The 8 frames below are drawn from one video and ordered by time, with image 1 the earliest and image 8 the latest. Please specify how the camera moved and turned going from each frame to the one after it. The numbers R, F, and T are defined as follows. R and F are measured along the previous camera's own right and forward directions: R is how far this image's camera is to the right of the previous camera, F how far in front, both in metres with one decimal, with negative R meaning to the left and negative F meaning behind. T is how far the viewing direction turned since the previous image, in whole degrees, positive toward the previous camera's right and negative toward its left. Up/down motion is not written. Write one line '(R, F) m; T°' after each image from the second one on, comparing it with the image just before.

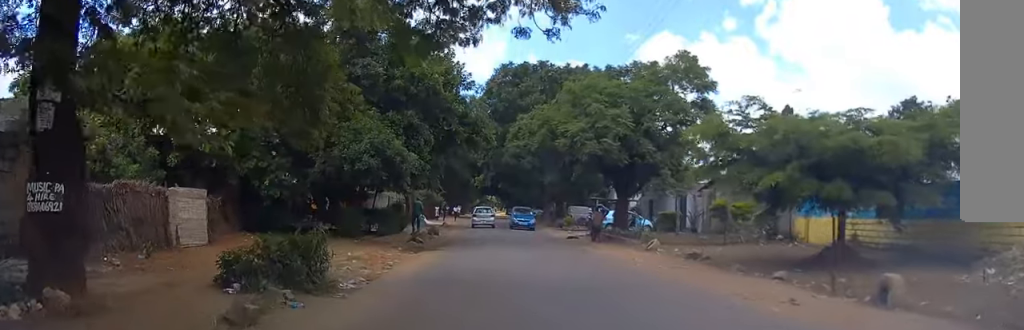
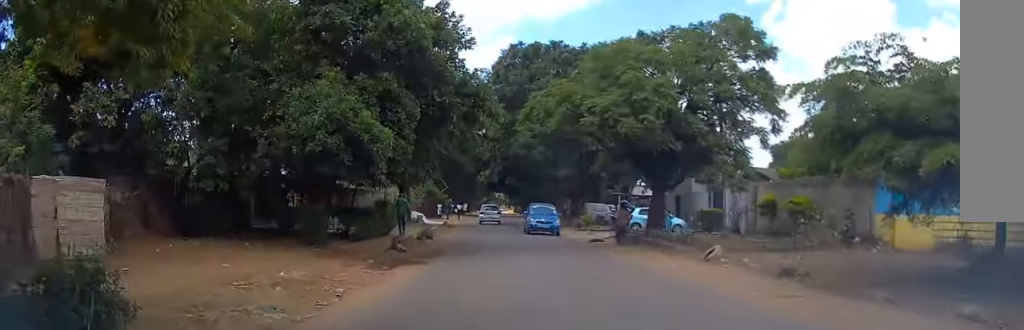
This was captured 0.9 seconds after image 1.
(0.0, +6.2) m; 0°
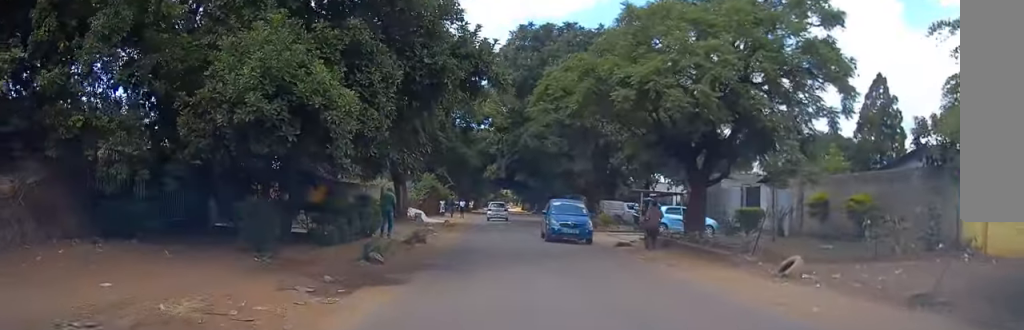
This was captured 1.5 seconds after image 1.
(0.0, +4.7) m; -1°
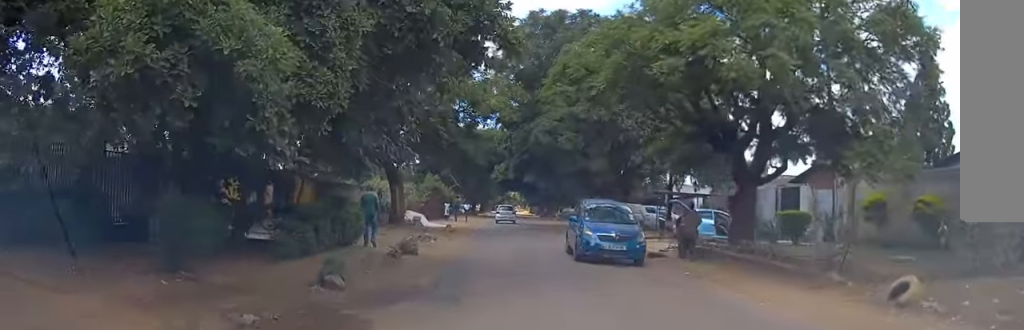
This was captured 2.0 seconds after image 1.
(0.0, +4.1) m; -1°
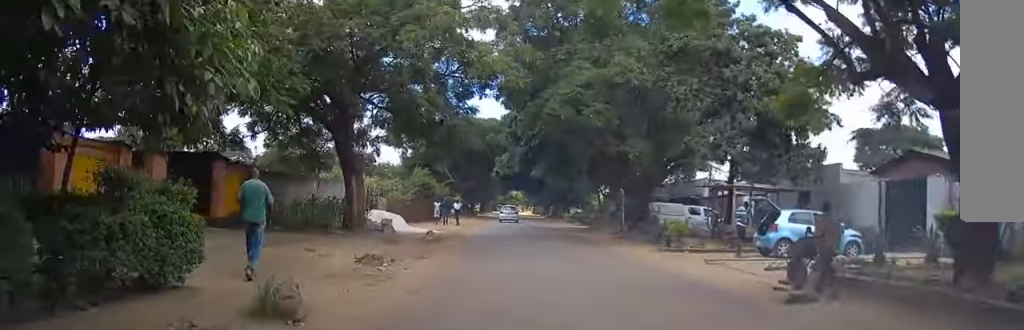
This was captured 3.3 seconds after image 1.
(-0.1, +10.5) m; -1°
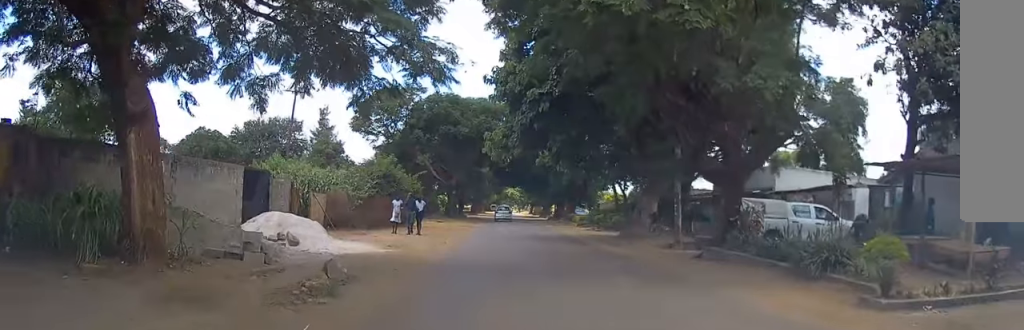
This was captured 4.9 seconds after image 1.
(+0.2, +15.1) m; +1°
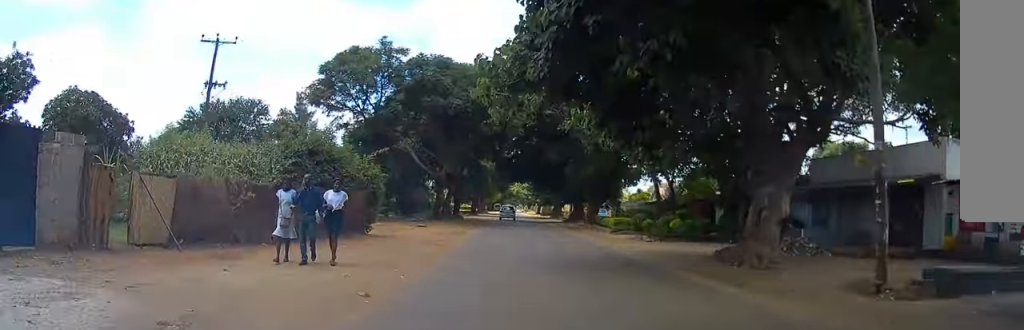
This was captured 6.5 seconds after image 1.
(-0.3, +12.8) m; +1°
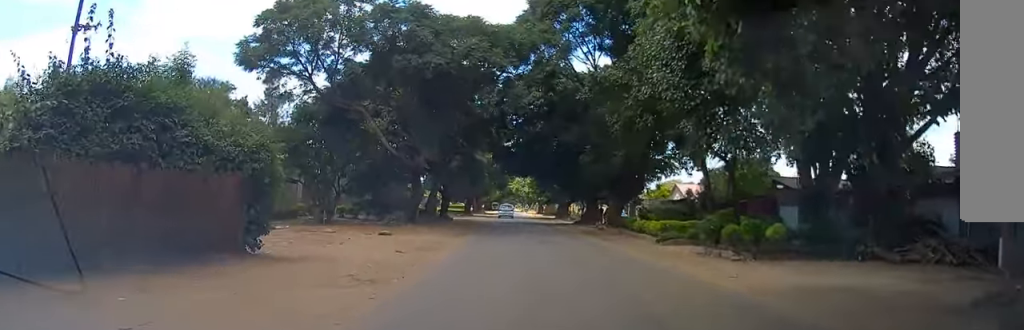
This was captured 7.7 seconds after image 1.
(+0.6, +10.7) m; -2°
